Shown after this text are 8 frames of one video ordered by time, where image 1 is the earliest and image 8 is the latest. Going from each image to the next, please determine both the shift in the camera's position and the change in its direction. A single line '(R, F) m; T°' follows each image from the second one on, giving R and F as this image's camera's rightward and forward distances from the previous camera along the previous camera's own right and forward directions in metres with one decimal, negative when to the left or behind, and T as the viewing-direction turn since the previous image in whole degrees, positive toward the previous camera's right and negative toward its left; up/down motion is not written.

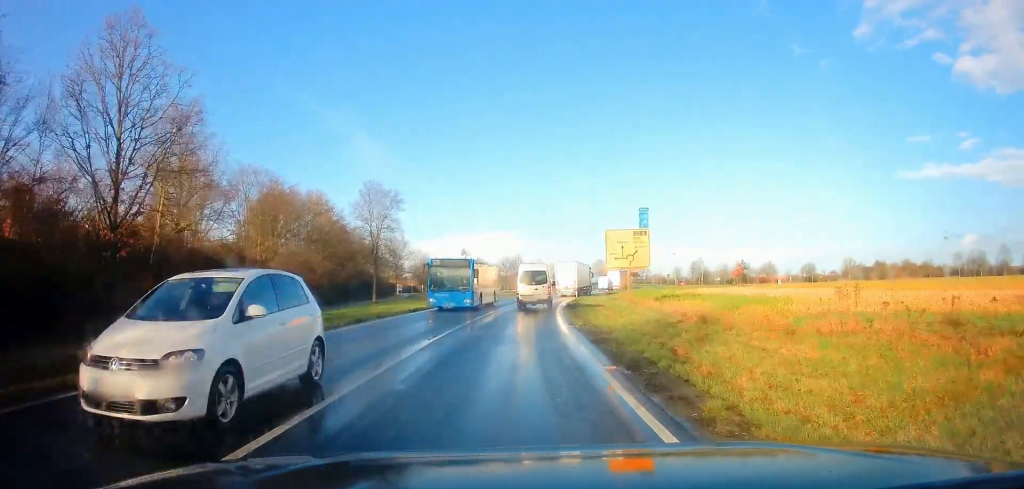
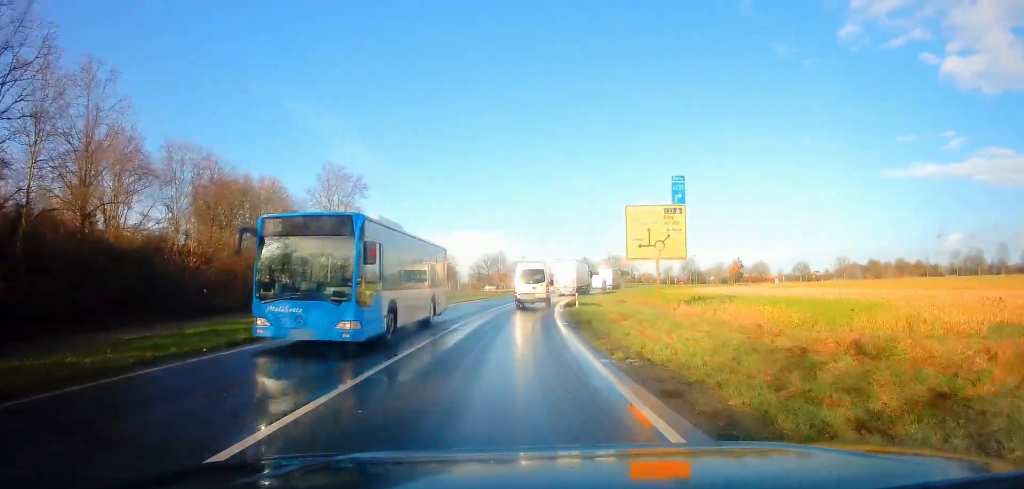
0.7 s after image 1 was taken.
(+0.3, +9.0) m; +2°
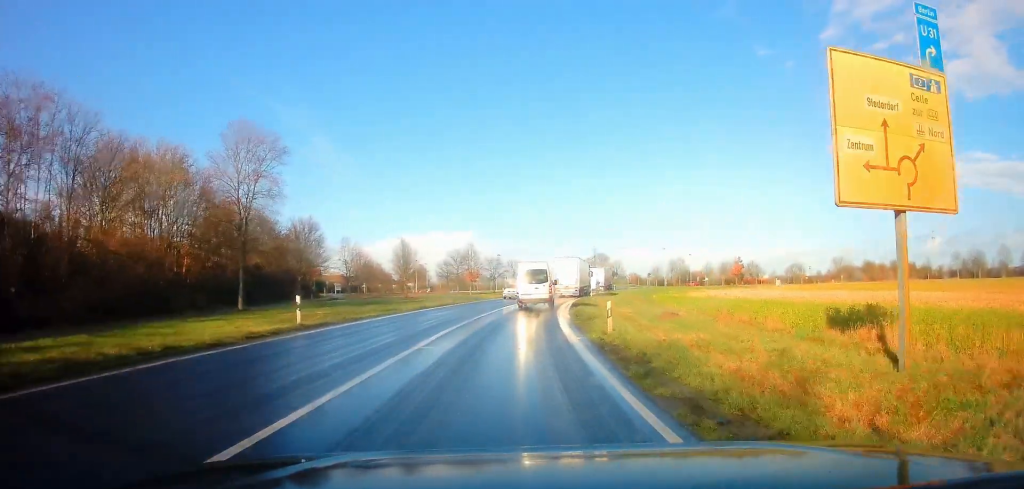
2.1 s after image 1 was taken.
(+0.3, +15.5) m; +2°
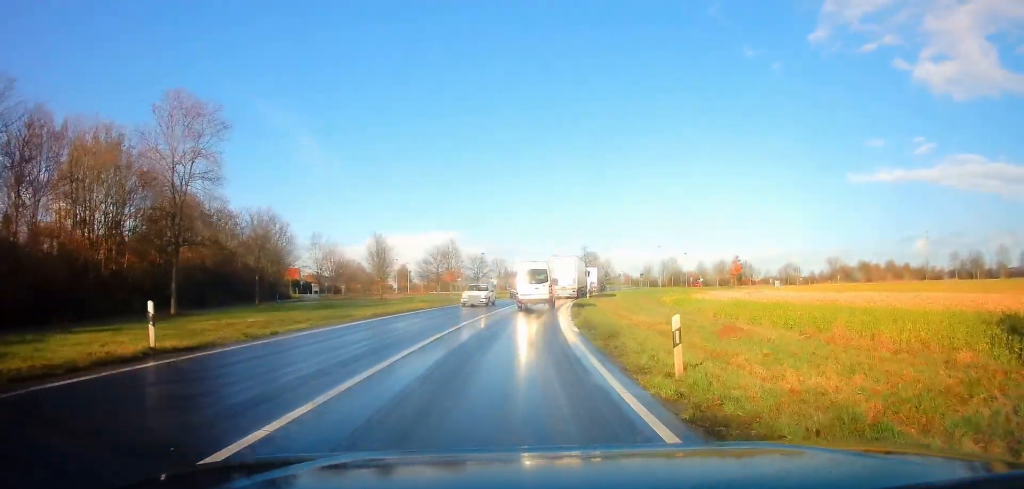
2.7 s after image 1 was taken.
(+0.1, +7.0) m; +2°
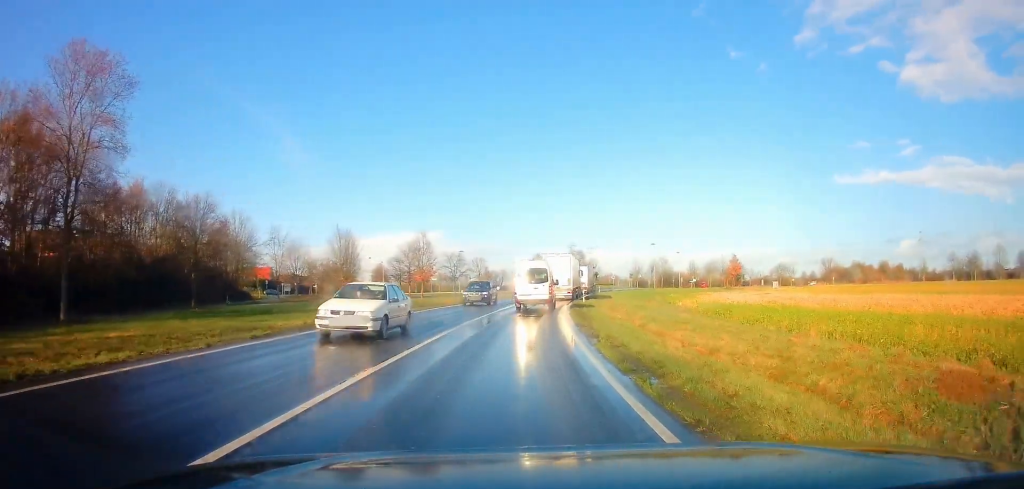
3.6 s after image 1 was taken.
(+0.2, +8.4) m; +2°
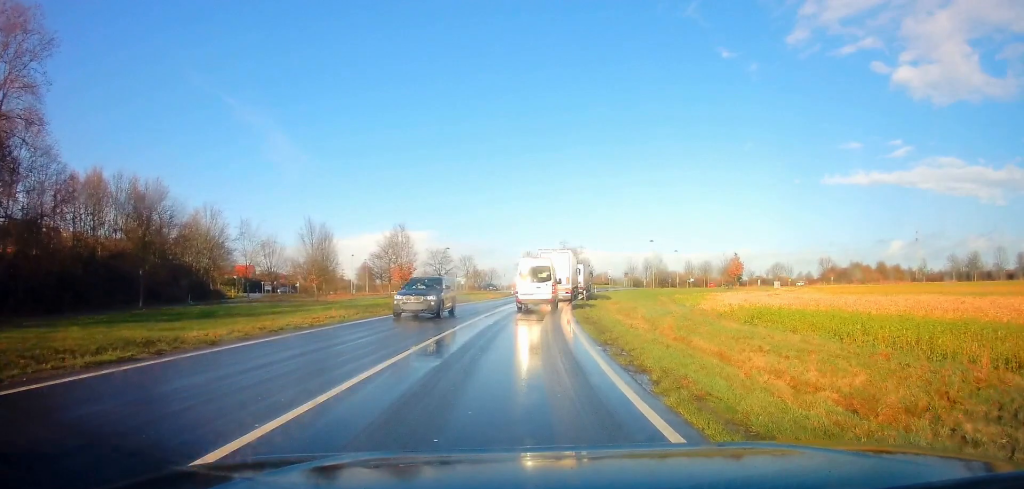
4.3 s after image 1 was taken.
(+0.1, +5.9) m; +1°
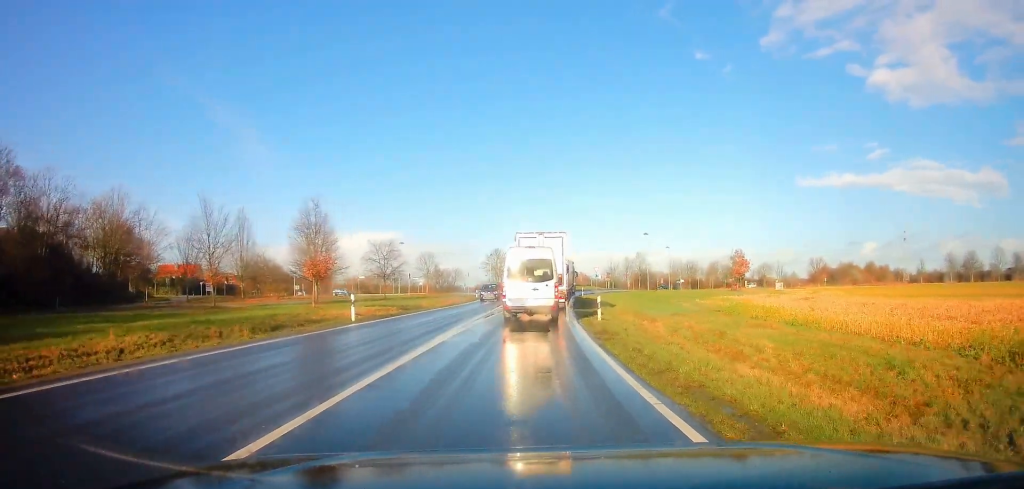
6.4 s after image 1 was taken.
(0.0, +15.0) m; +3°
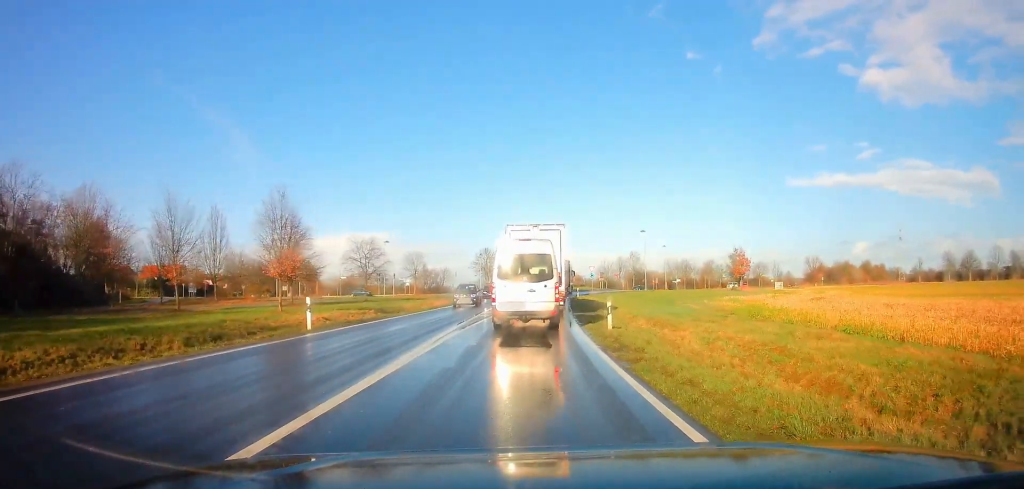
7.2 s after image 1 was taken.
(+0.1, +3.8) m; +3°
